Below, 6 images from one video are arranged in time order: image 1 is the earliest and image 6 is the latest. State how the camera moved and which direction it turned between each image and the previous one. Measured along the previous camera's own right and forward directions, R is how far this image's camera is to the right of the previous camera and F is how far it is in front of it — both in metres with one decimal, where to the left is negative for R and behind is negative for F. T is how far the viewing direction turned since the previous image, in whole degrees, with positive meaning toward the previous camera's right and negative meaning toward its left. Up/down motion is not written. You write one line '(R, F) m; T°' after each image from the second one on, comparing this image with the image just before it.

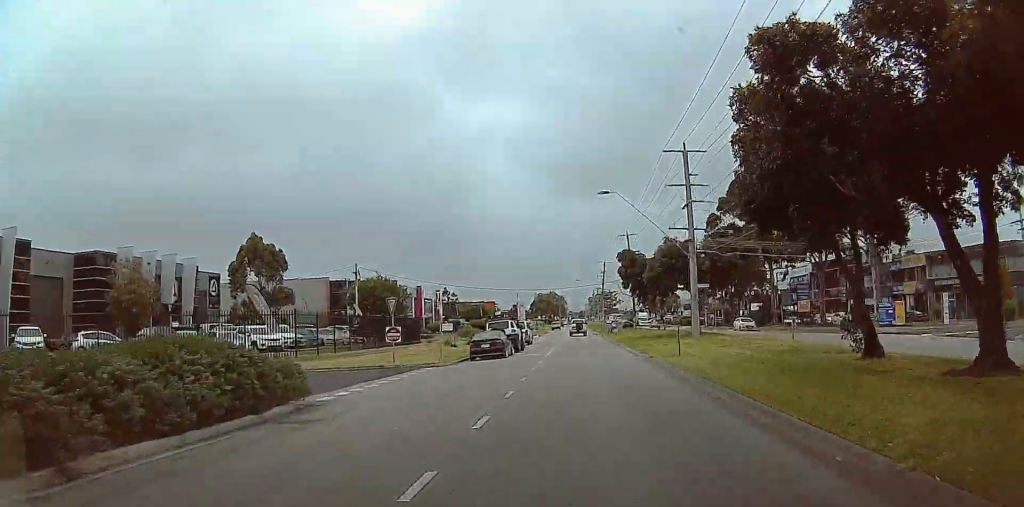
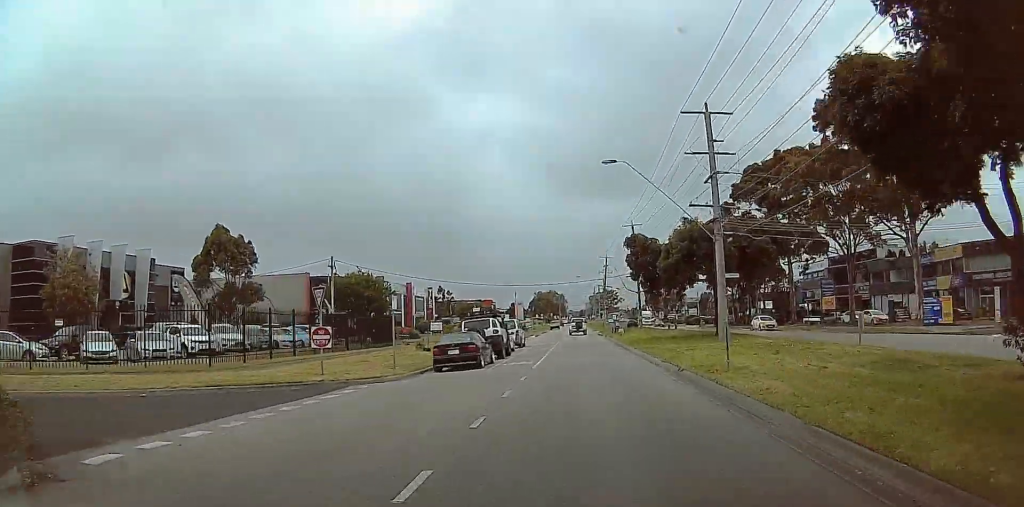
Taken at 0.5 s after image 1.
(0.0, +7.5) m; 0°
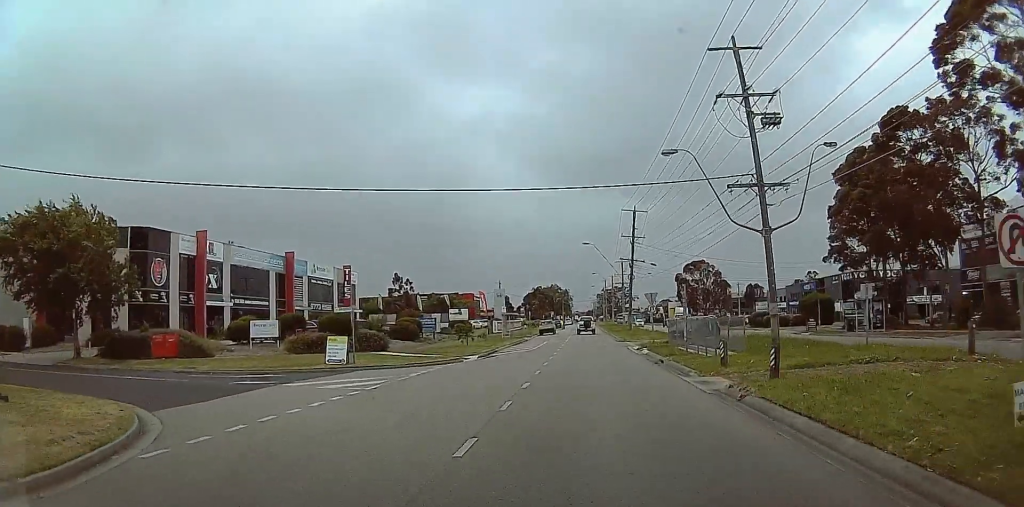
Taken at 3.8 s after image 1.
(-0.3, +51.6) m; -3°
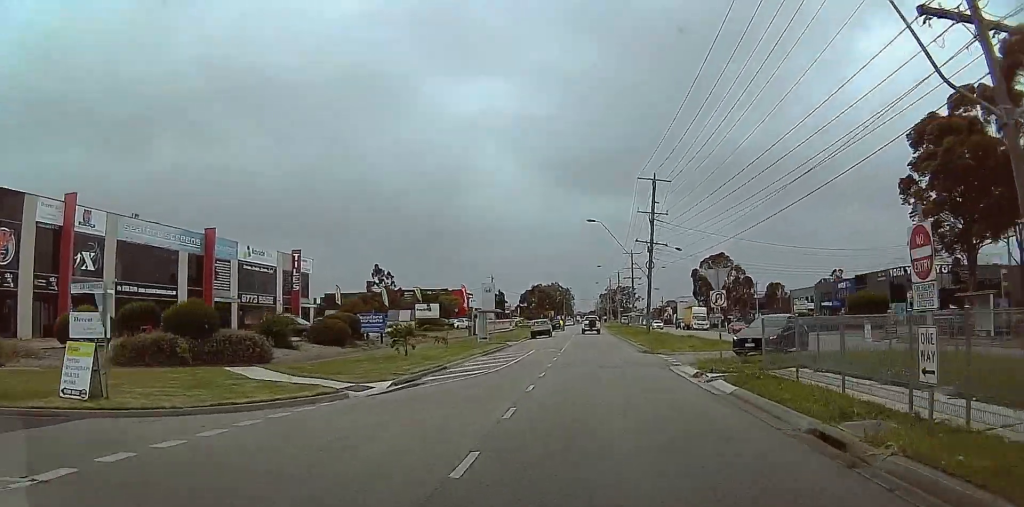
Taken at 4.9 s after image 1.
(+0.3, +19.6) m; +1°
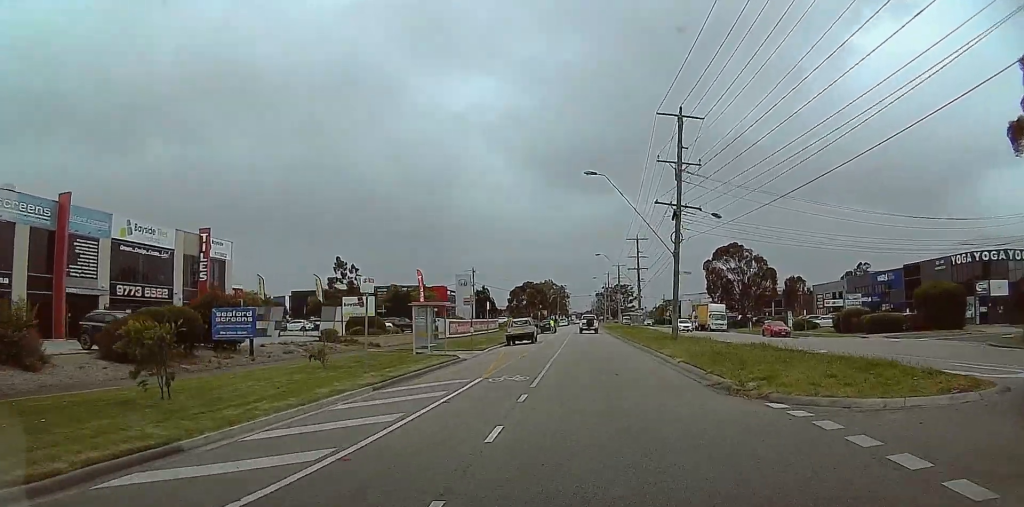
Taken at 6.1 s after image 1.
(0.0, +20.1) m; 0°
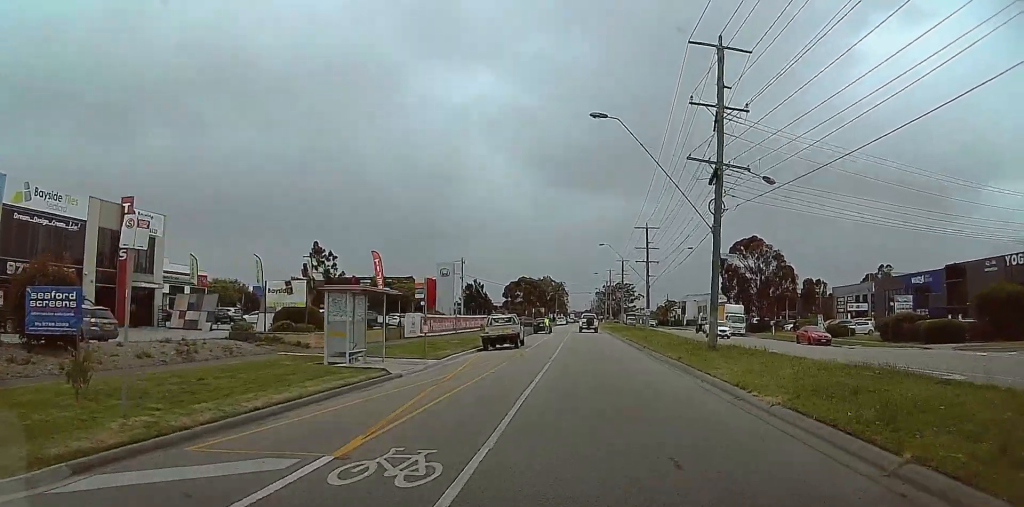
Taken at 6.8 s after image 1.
(0.0, +12.2) m; +1°
